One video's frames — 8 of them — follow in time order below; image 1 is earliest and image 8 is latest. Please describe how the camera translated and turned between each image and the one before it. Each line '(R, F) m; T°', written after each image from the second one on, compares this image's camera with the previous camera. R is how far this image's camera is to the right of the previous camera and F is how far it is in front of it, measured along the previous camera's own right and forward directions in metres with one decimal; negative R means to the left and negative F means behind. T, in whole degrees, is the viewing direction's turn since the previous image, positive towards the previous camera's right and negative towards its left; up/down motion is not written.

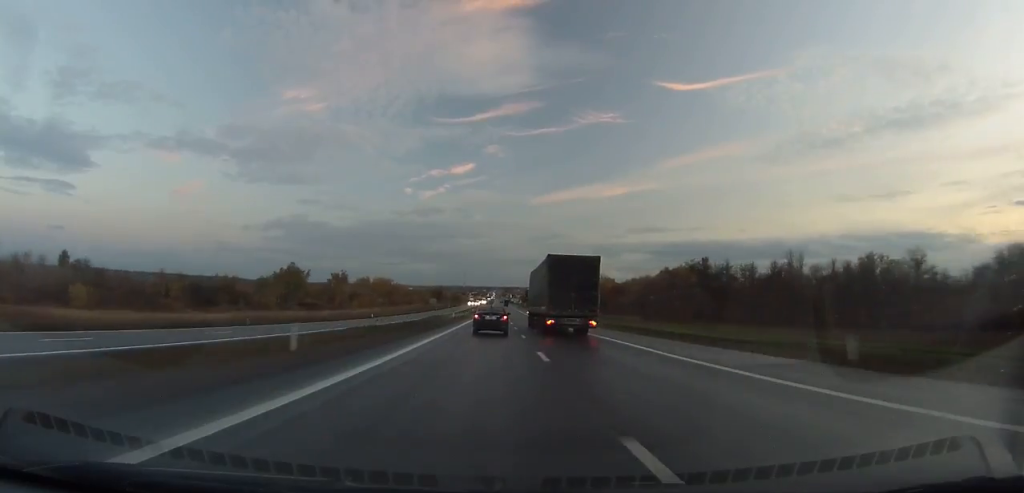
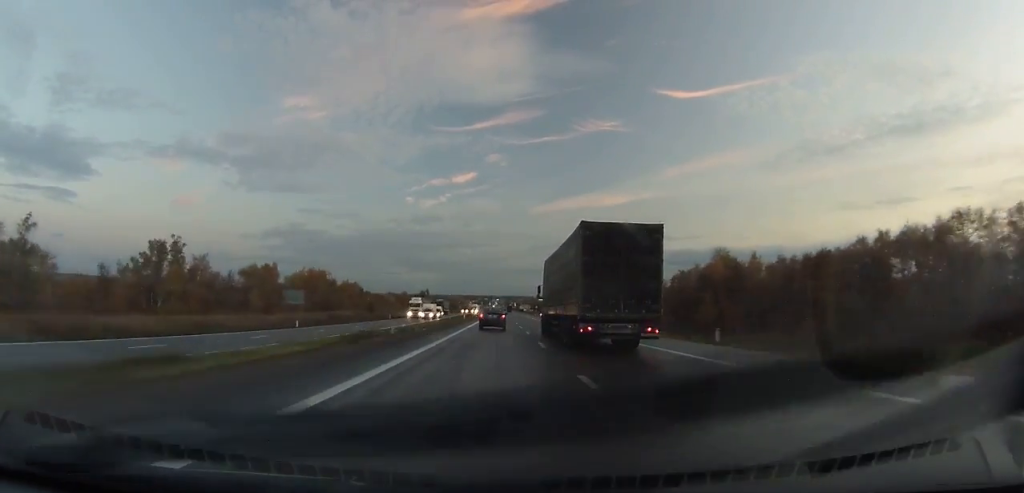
(+0.2, +134.4) m; 0°
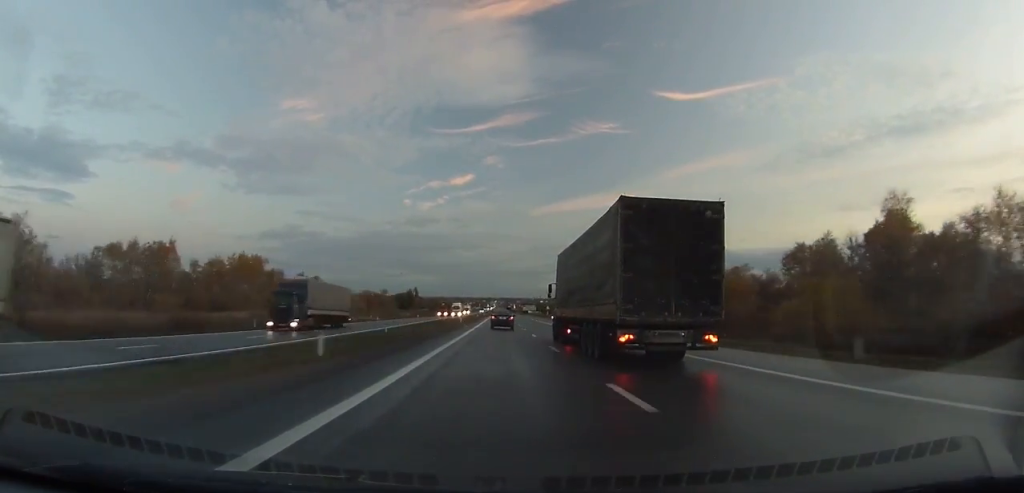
(-0.1, +61.0) m; 0°
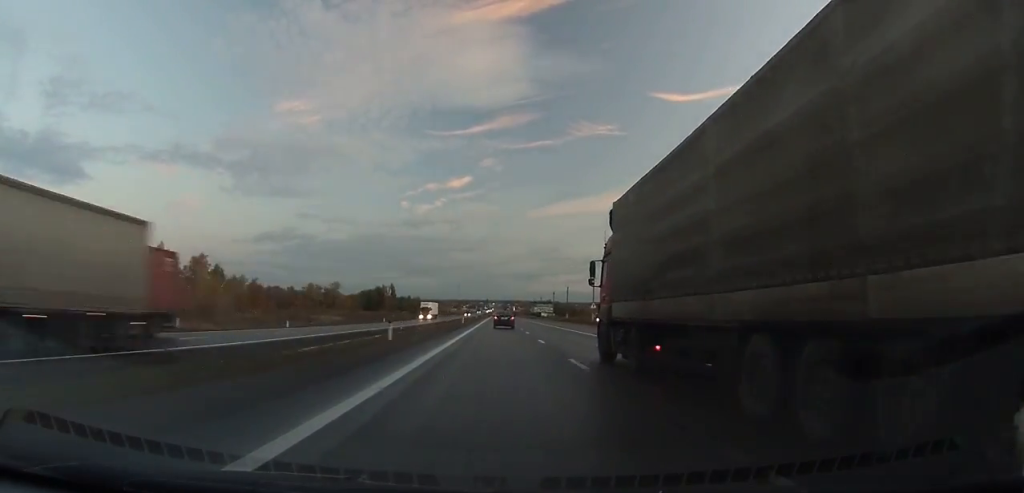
(0.0, +90.4) m; 0°
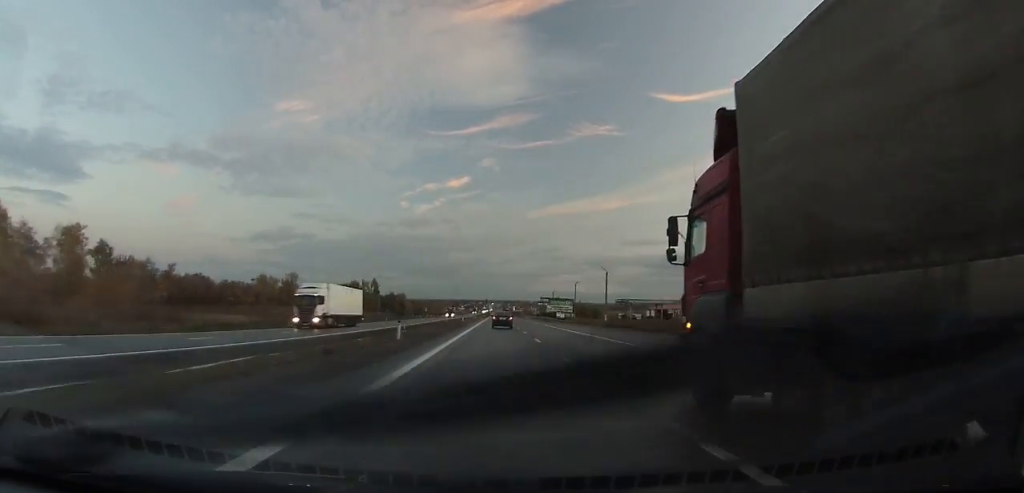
(+0.2, +46.1) m; 0°
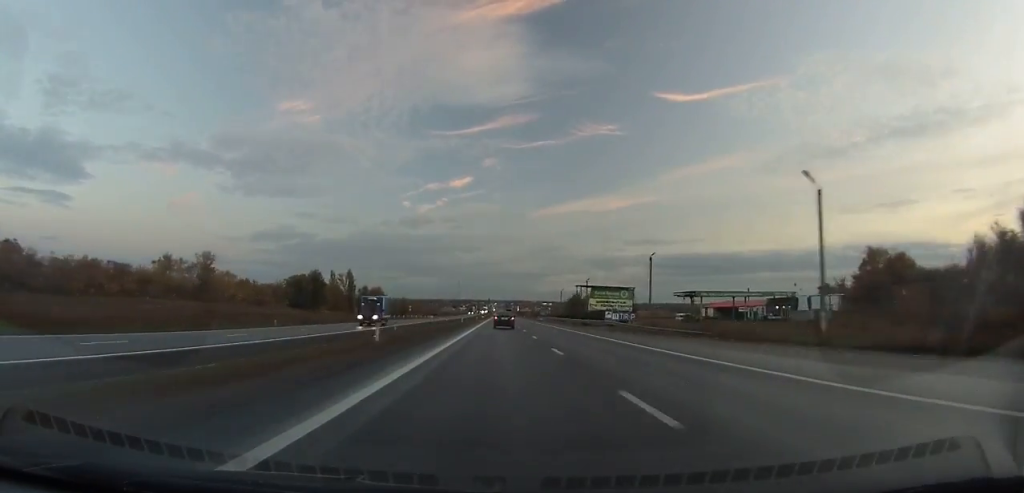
(+0.1, +55.0) m; 0°
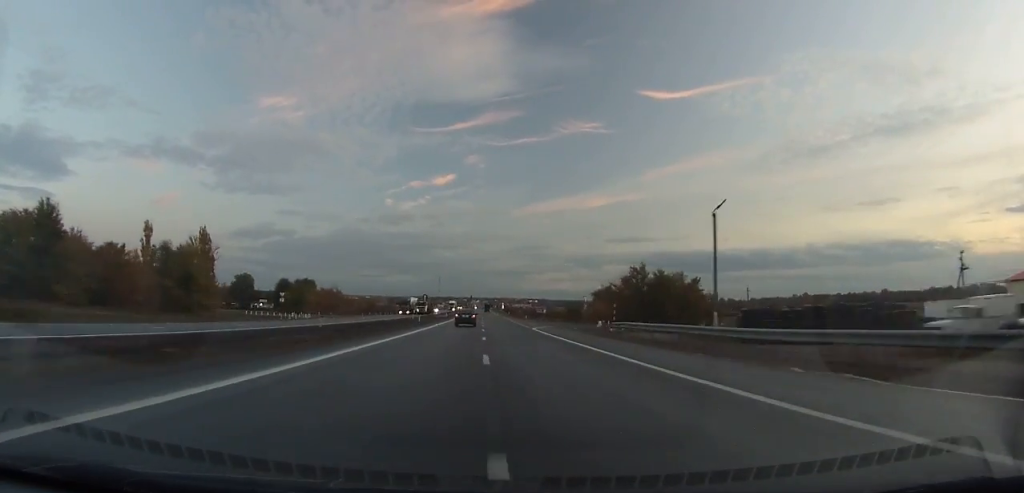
(+0.5, +110.9) m; +1°
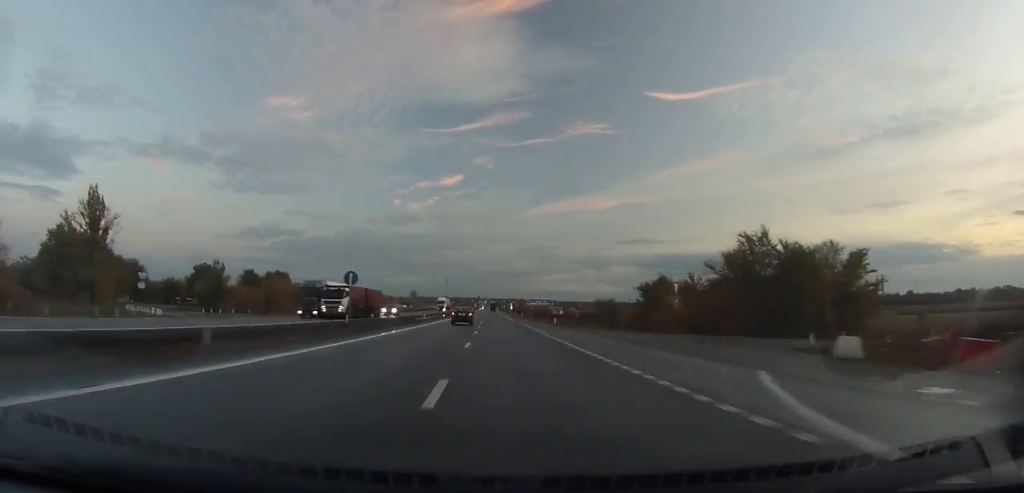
(+0.3, +43.8) m; 0°
